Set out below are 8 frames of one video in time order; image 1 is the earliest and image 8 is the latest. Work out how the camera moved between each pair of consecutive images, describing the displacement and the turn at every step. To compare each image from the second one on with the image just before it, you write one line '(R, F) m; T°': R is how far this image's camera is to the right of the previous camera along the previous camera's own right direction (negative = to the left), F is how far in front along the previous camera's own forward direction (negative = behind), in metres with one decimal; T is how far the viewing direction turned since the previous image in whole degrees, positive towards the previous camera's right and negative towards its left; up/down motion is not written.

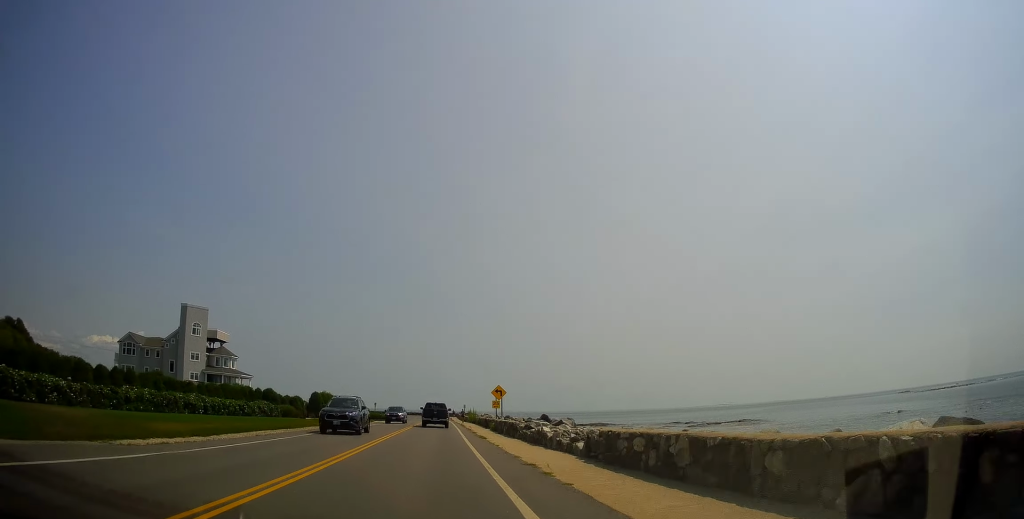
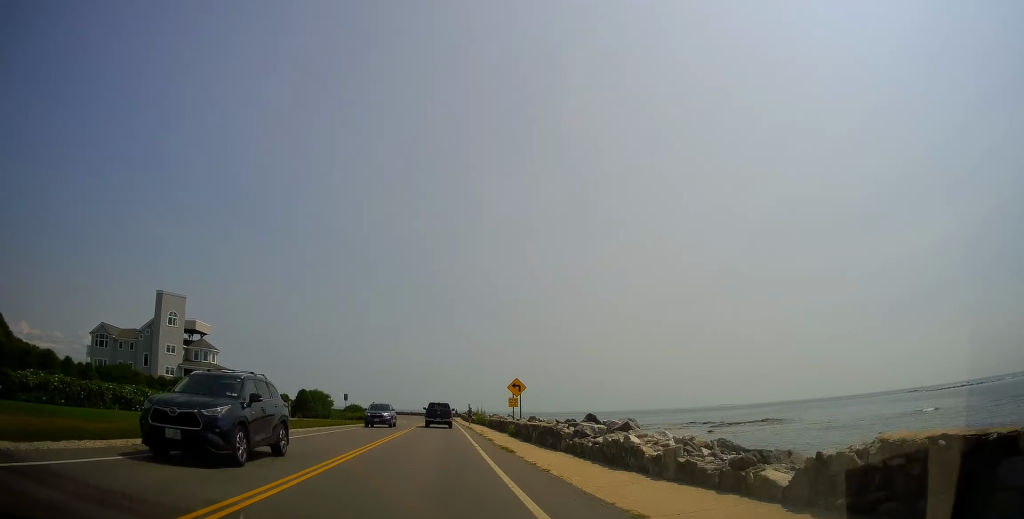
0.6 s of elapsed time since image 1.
(+0.1, +9.8) m; 0°
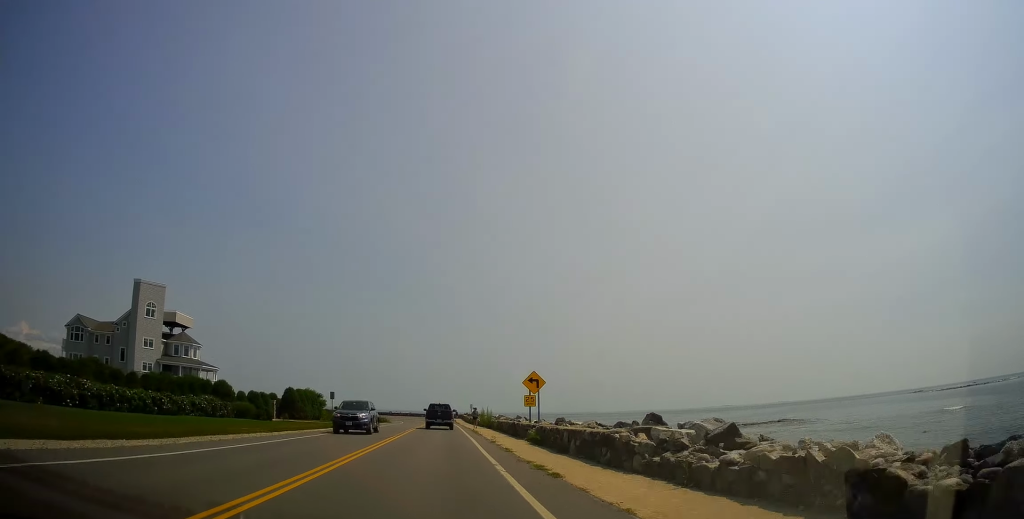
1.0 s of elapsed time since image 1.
(0.0, +7.0) m; 0°
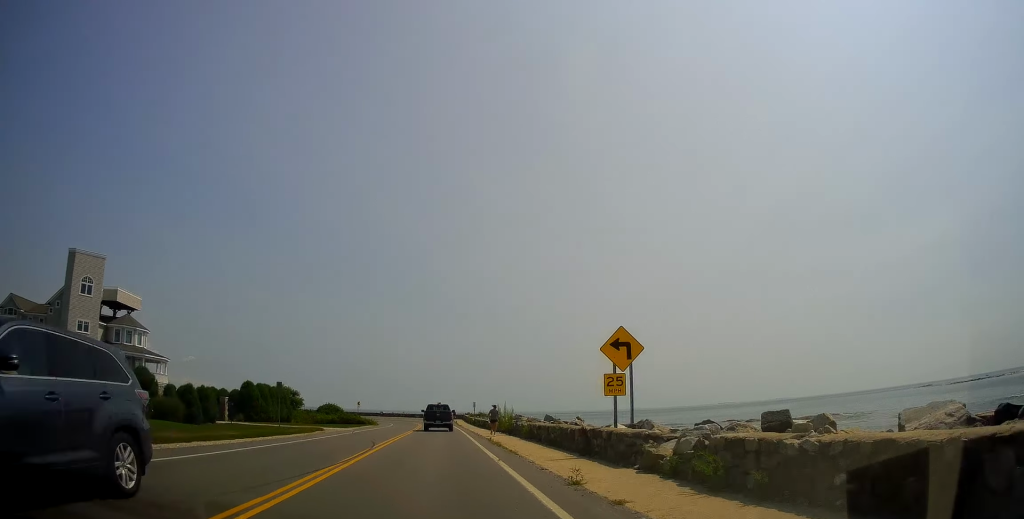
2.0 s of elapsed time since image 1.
(-0.2, +15.6) m; -1°
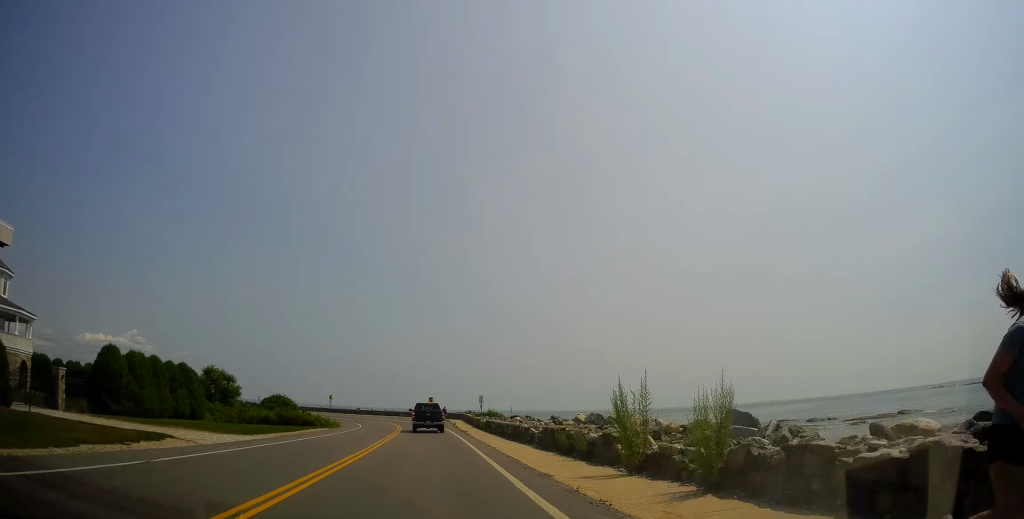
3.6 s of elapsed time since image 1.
(0.0, +25.3) m; 0°
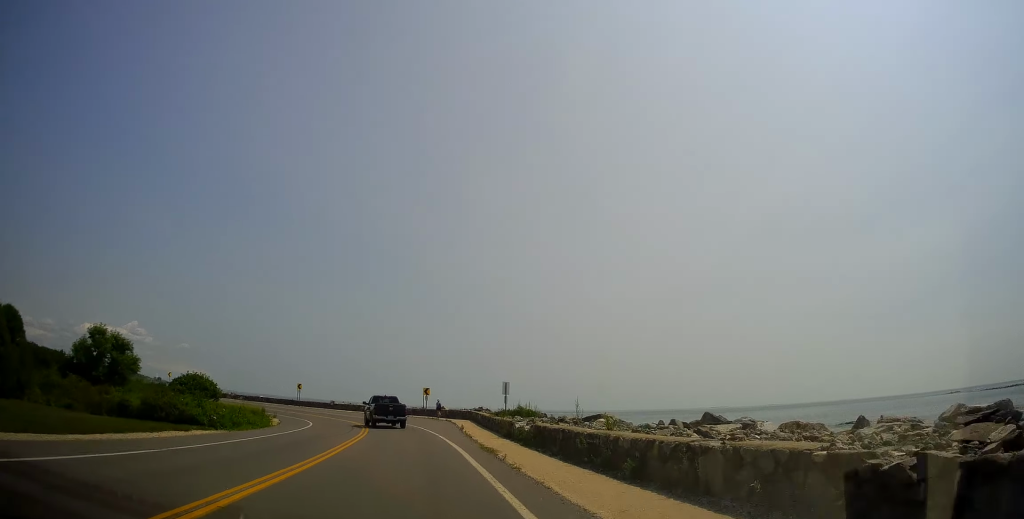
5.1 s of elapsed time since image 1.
(-0.3, +22.2) m; -2°
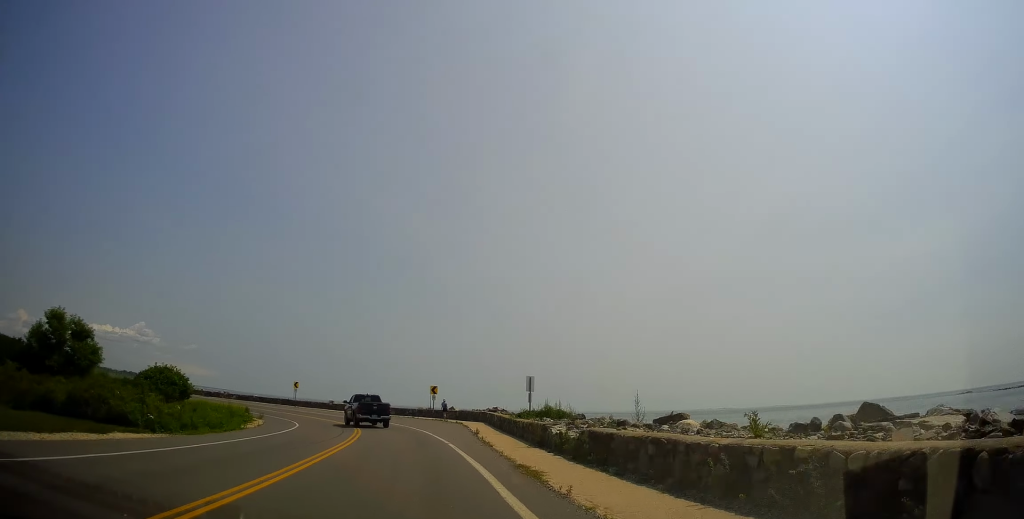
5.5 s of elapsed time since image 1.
(-0.2, +6.3) m; 0°
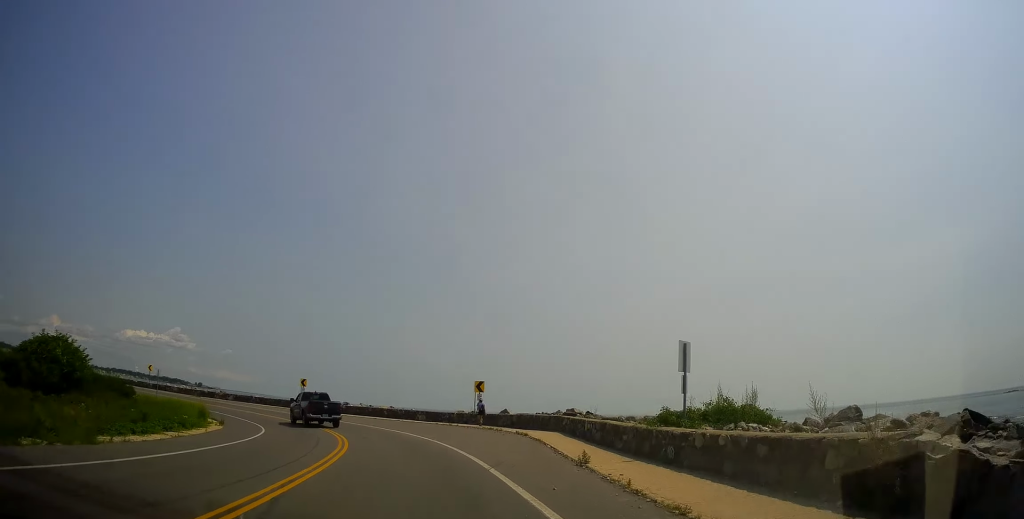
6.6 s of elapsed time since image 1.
(0.0, +14.7) m; -2°
